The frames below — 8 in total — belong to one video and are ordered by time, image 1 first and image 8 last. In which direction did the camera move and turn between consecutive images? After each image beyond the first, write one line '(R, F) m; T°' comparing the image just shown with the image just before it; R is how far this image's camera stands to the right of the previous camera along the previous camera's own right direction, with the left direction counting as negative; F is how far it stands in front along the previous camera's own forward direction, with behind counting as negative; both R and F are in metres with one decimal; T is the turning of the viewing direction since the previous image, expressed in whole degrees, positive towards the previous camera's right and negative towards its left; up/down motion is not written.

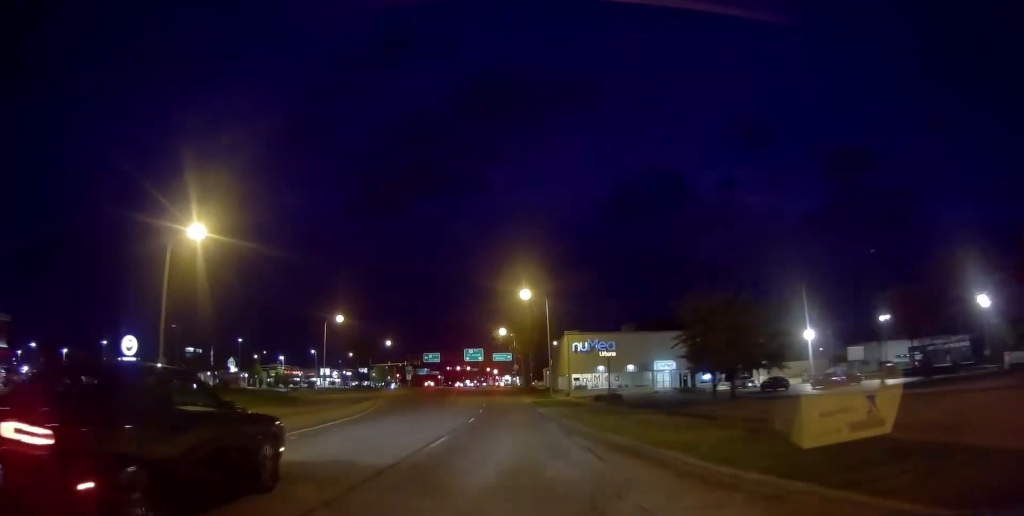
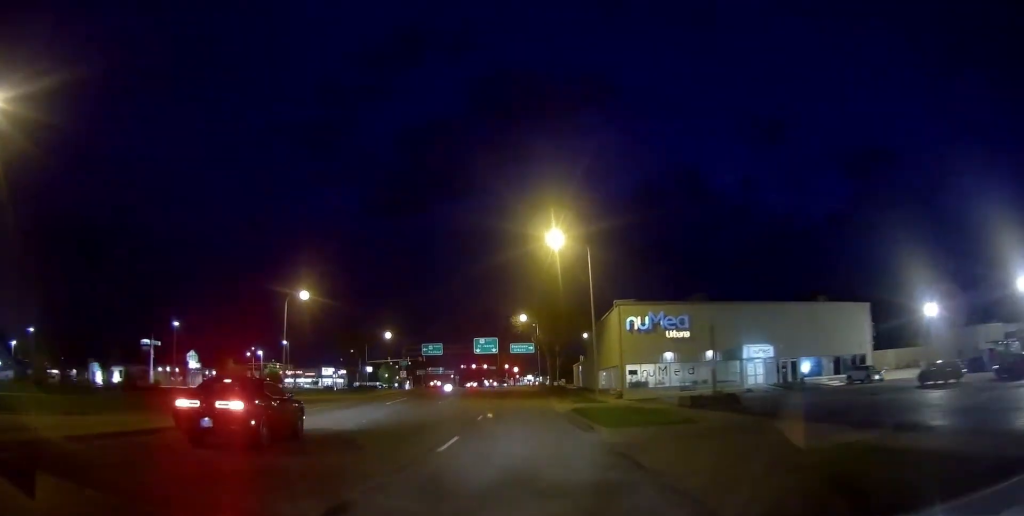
(-0.5, +25.7) m; -3°
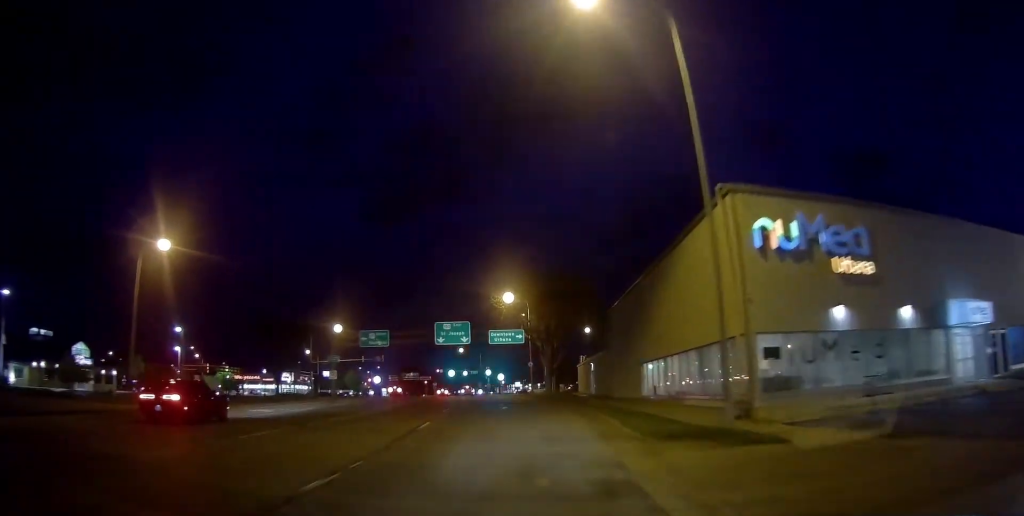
(-0.3, +30.0) m; 0°
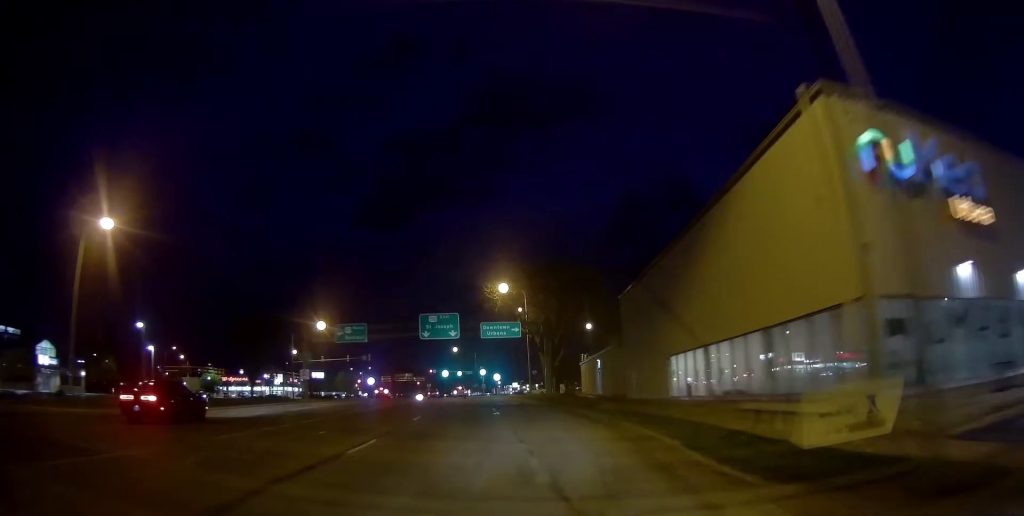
(+0.1, +8.0) m; 0°
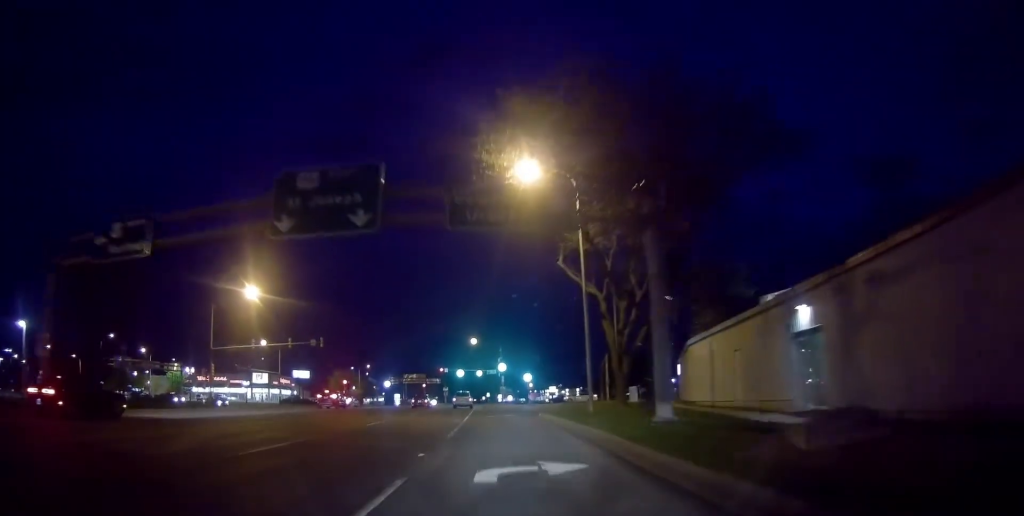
(-1.0, +37.6) m; -4°
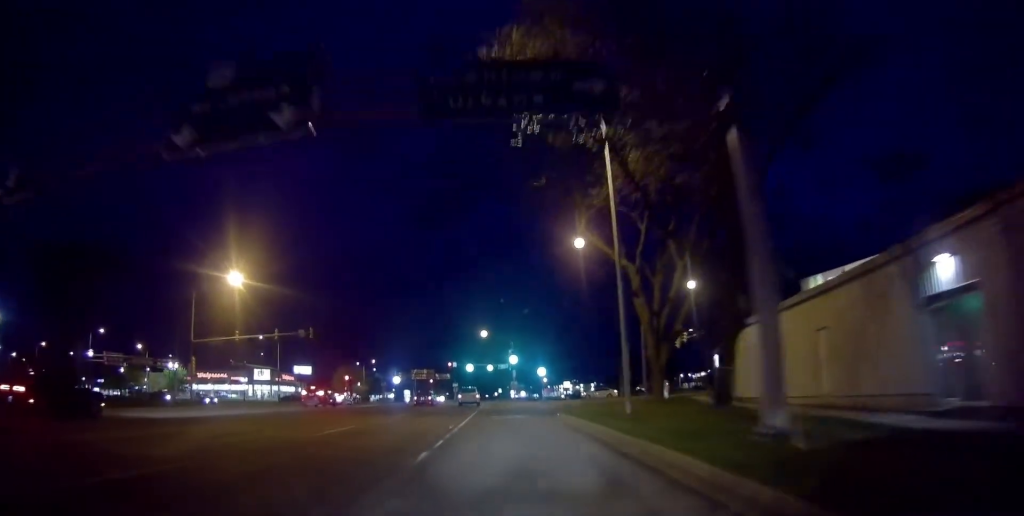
(-0.3, +7.2) m; -1°
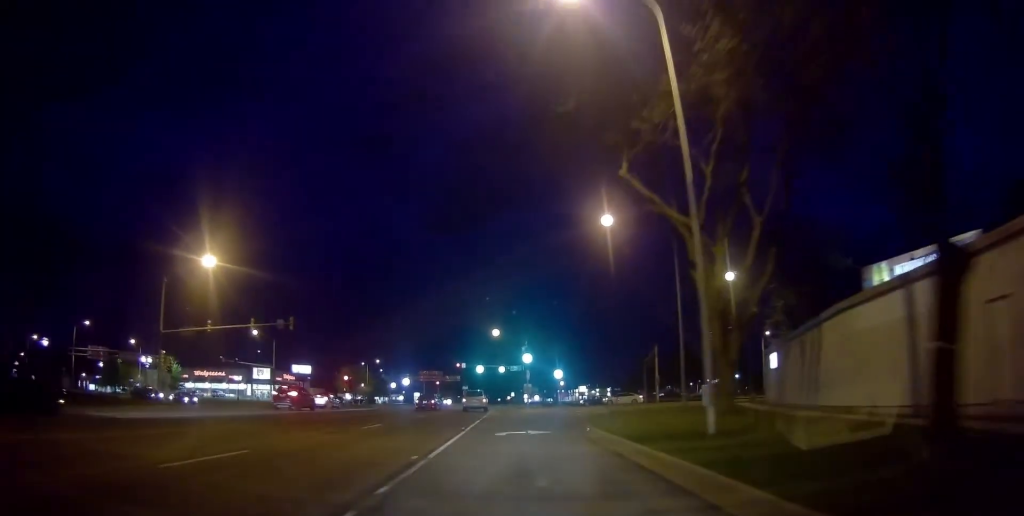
(+0.2, +8.7) m; +1°
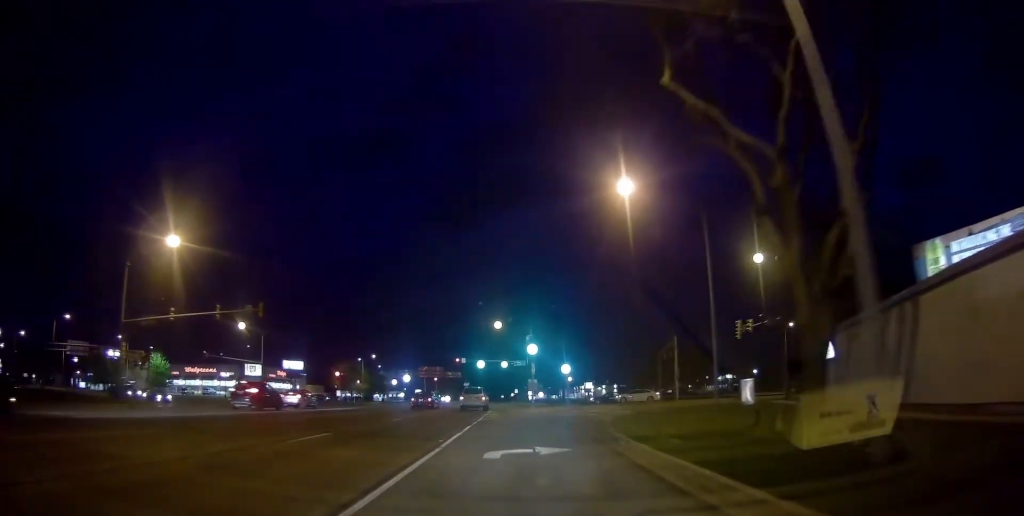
(+0.2, +6.7) m; +1°
